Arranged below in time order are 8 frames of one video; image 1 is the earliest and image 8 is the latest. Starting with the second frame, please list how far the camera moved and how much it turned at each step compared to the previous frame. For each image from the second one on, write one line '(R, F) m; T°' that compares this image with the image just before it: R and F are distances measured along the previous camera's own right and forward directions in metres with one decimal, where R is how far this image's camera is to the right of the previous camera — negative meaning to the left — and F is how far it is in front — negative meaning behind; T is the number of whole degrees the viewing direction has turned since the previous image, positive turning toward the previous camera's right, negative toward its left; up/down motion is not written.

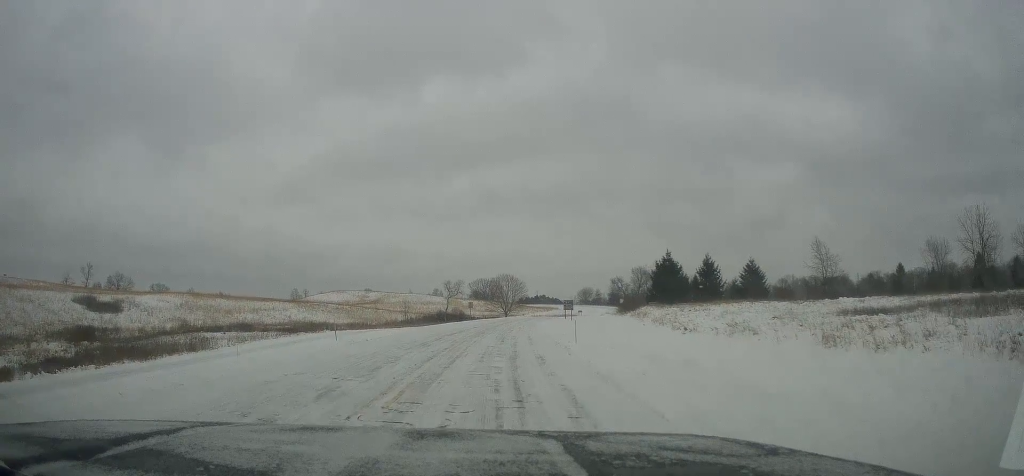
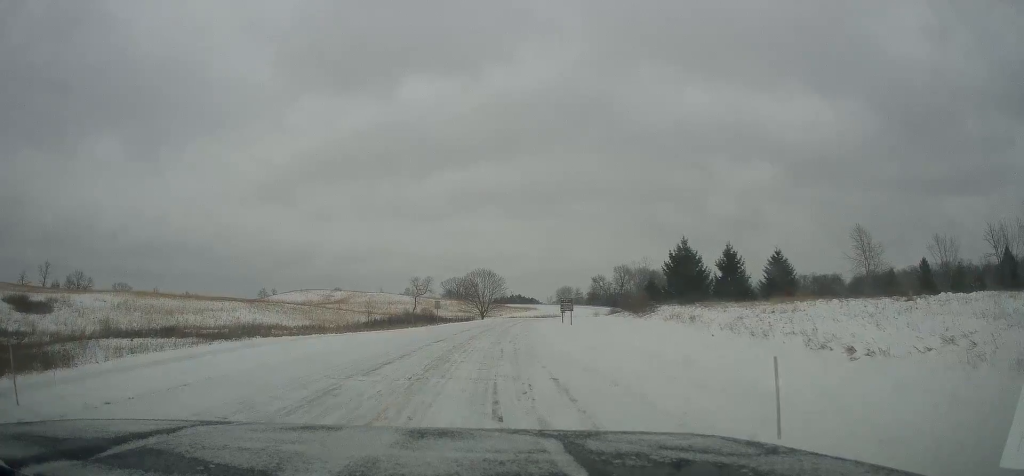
(0.0, +18.1) m; +1°
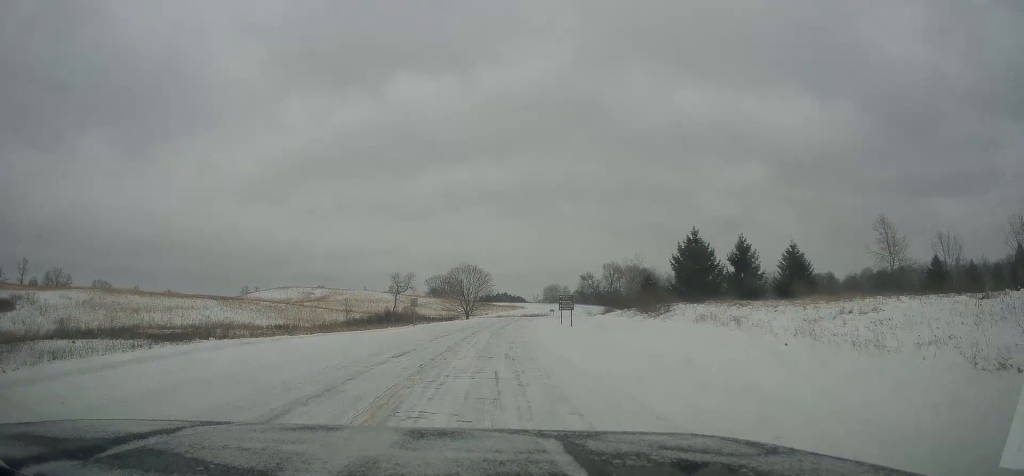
(+0.3, +8.6) m; +3°
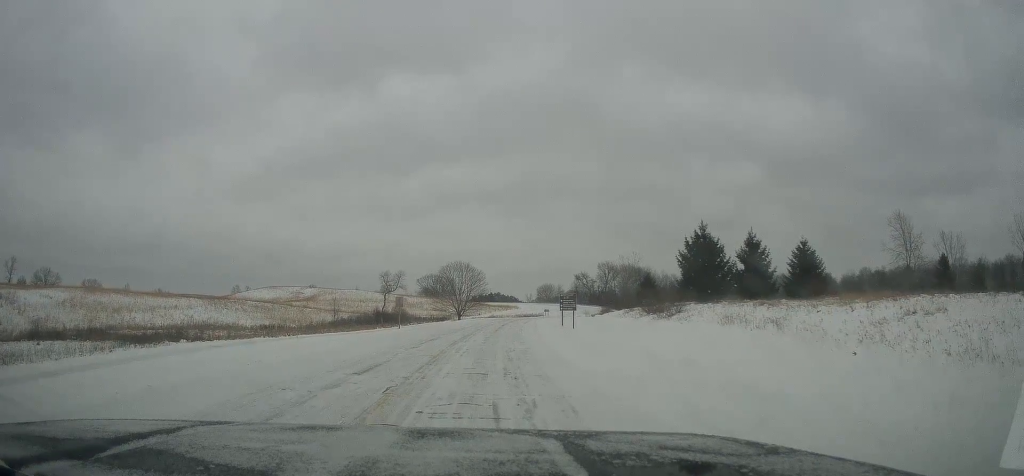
(+0.2, +4.8) m; +1°
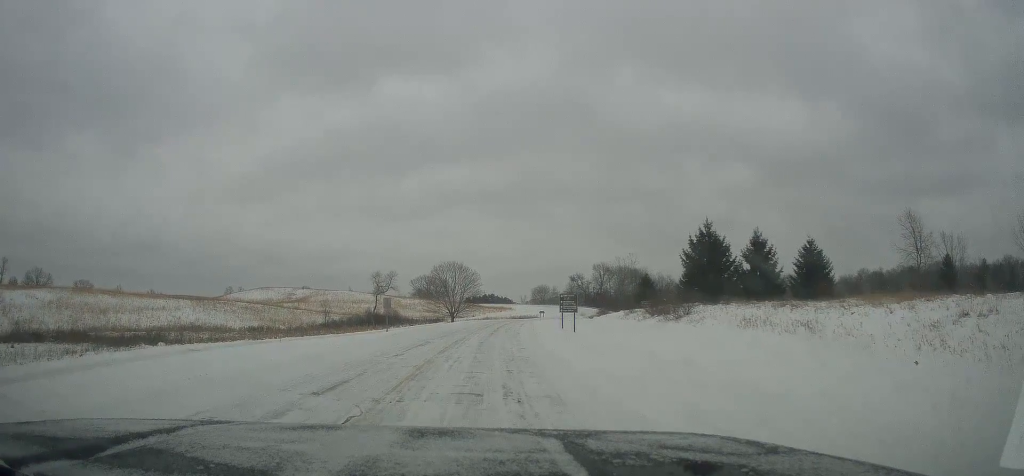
(-0.2, +3.1) m; +1°
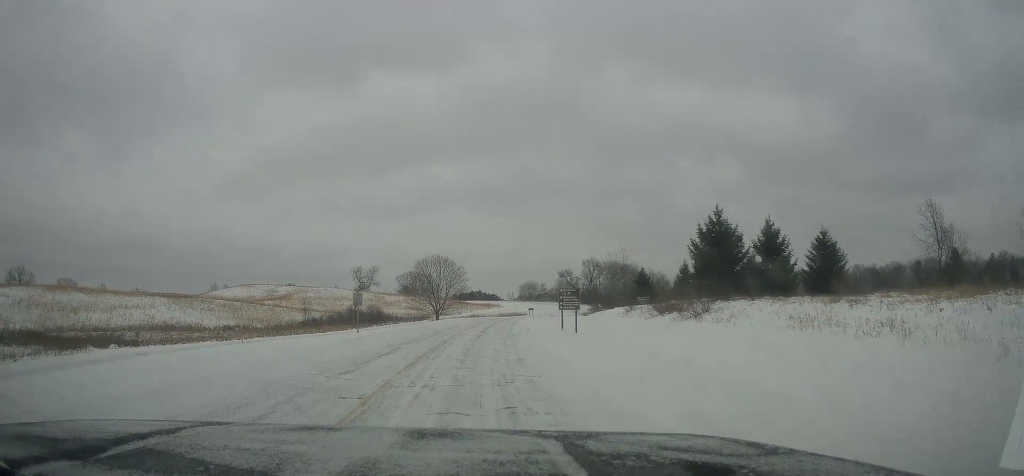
(+0.2, +5.7) m; +3°
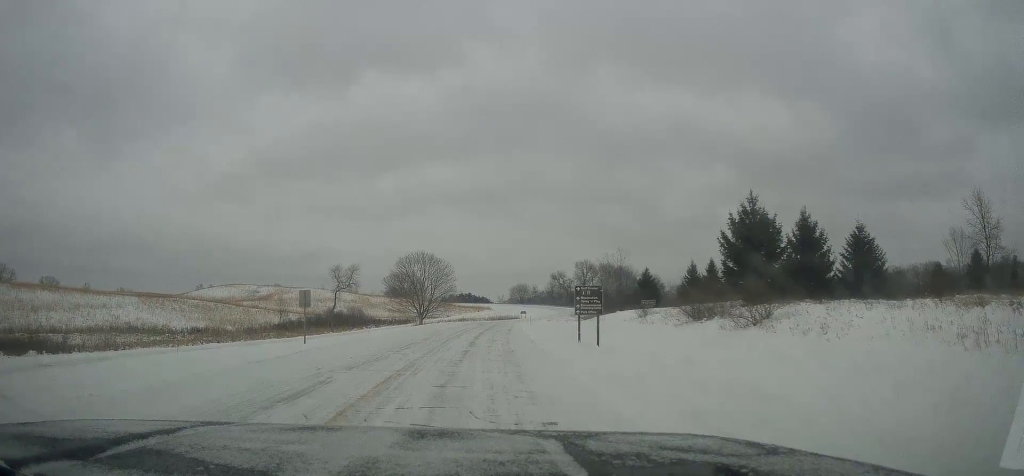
(+0.3, +8.9) m; +1°
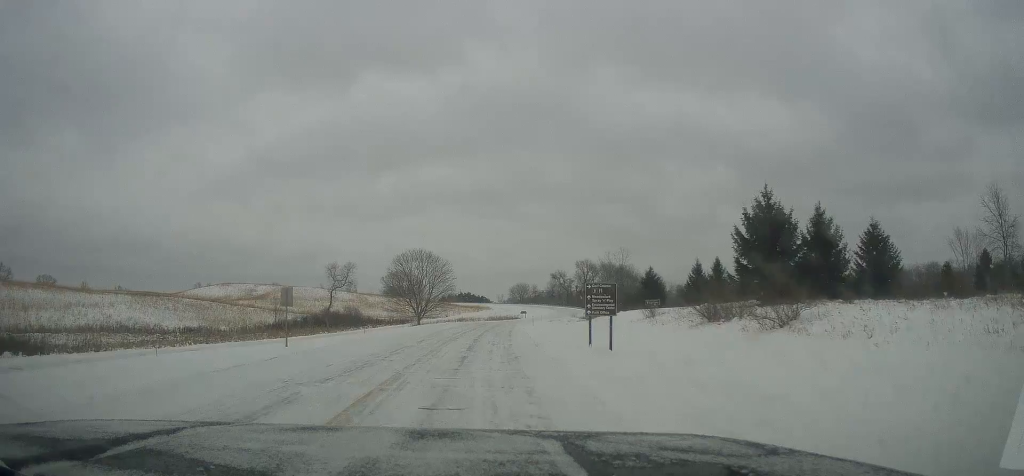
(0.0, +2.5) m; 0°
